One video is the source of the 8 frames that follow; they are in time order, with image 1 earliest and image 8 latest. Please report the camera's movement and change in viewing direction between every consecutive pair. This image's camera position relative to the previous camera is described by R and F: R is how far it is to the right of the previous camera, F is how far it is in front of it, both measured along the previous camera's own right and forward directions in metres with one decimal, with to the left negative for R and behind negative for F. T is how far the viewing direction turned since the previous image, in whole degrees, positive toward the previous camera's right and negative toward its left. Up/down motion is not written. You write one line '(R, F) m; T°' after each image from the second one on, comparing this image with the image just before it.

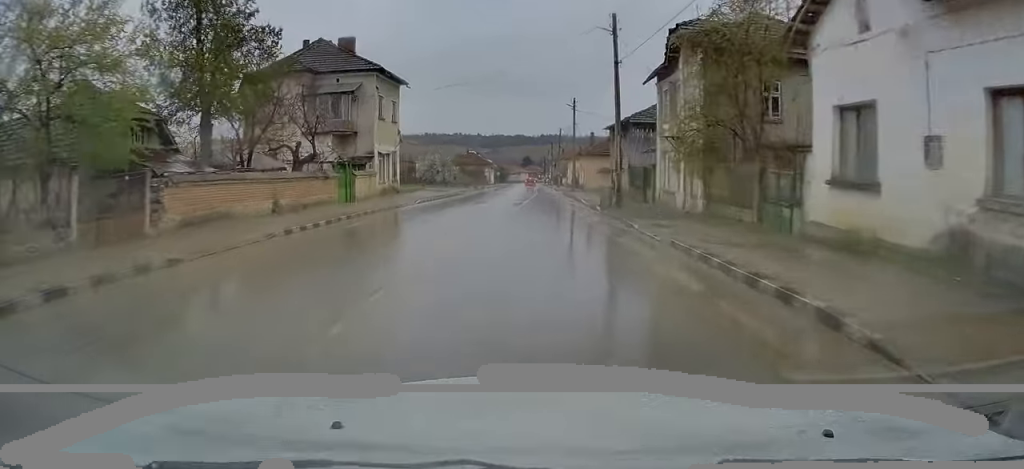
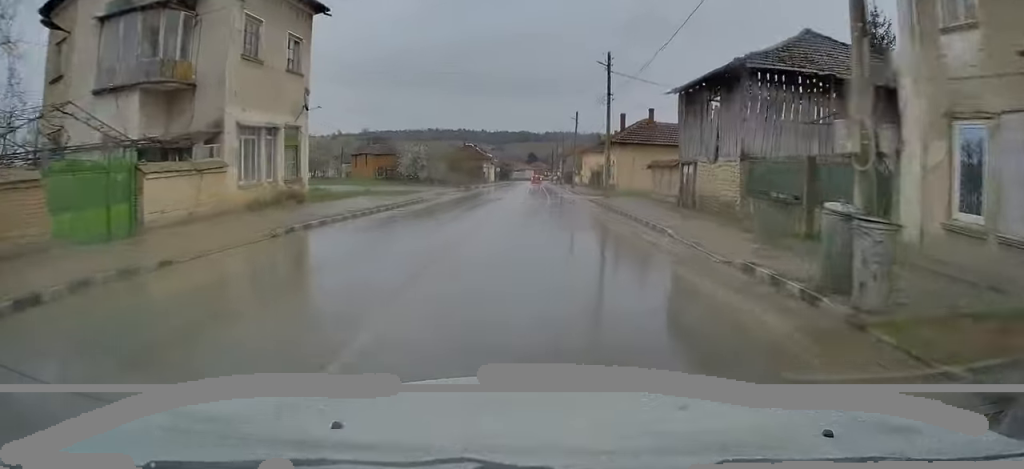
(0.0, +19.2) m; 0°
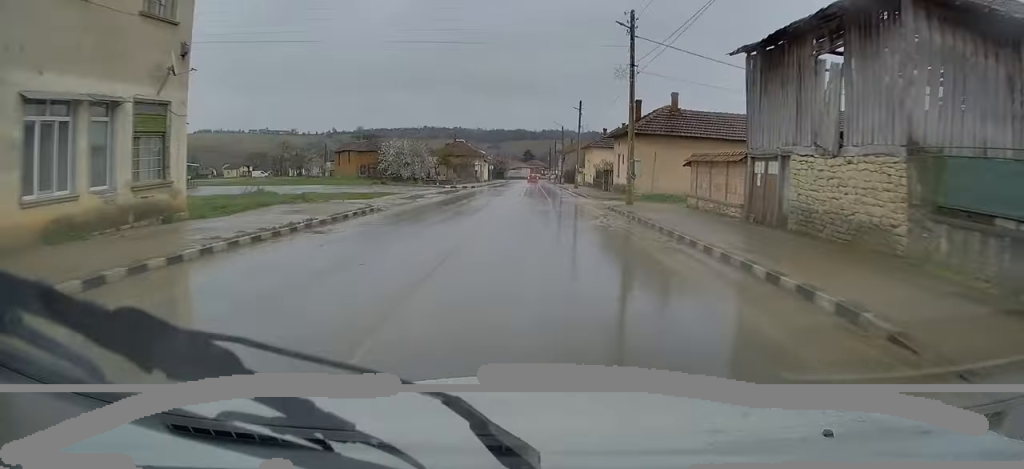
(0.0, +8.9) m; 0°
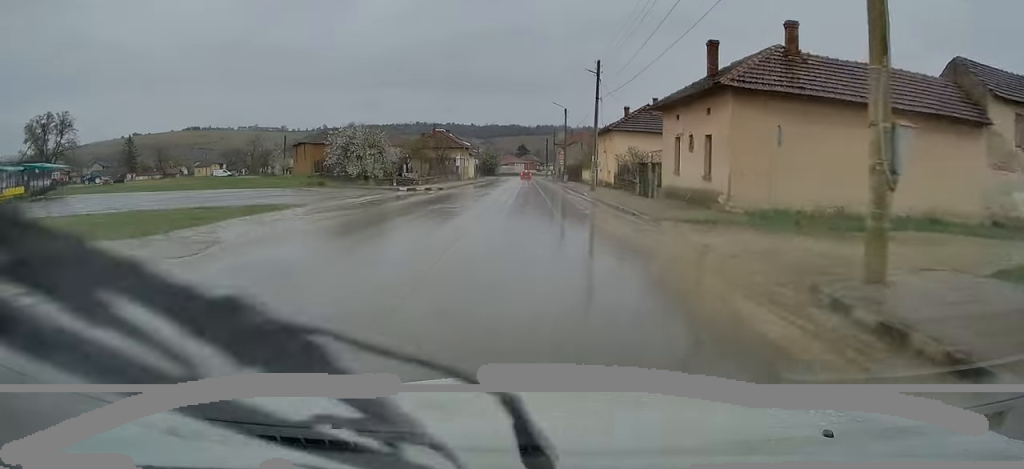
(0.0, +19.1) m; +2°
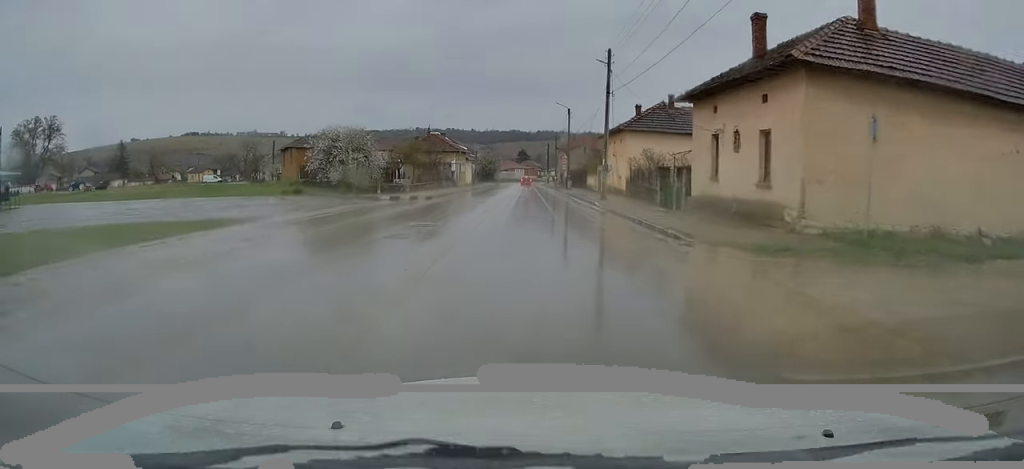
(0.0, +5.3) m; 0°
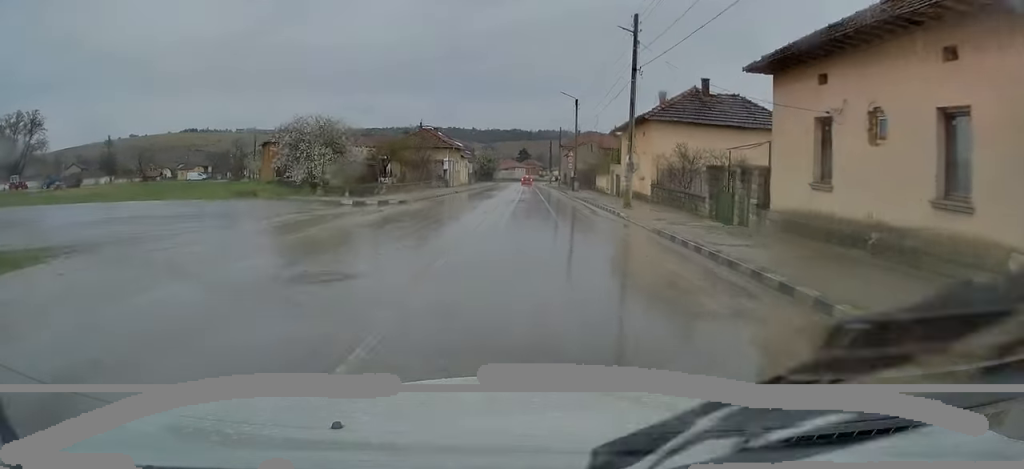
(+0.3, +7.9) m; 0°
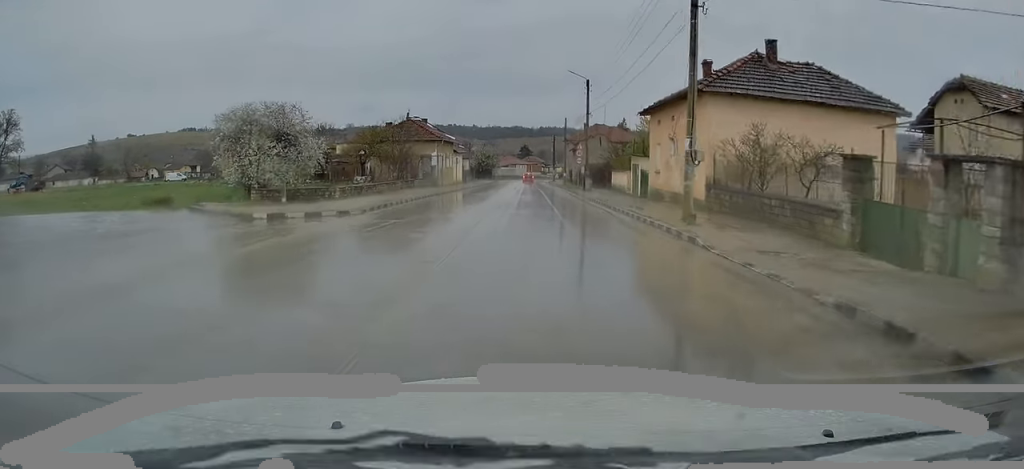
(-0.1, +9.6) m; -1°
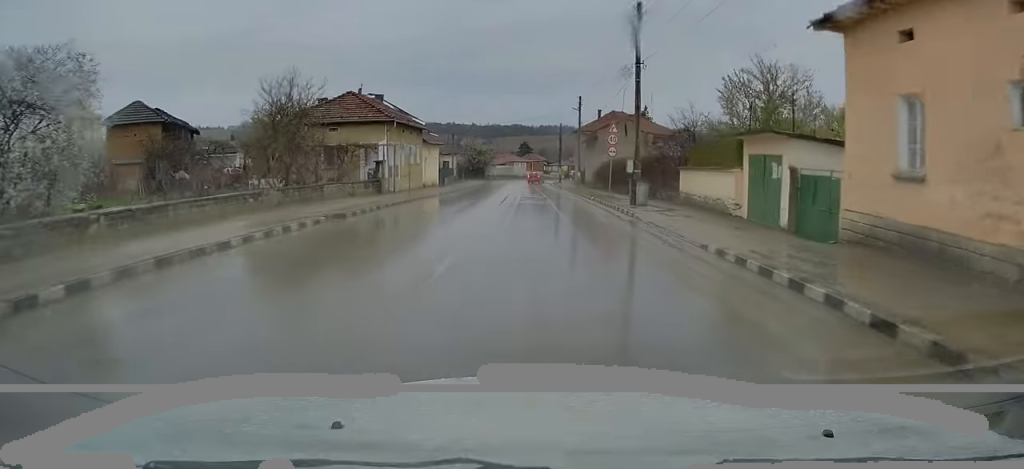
(-0.4, +20.9) m; -1°
